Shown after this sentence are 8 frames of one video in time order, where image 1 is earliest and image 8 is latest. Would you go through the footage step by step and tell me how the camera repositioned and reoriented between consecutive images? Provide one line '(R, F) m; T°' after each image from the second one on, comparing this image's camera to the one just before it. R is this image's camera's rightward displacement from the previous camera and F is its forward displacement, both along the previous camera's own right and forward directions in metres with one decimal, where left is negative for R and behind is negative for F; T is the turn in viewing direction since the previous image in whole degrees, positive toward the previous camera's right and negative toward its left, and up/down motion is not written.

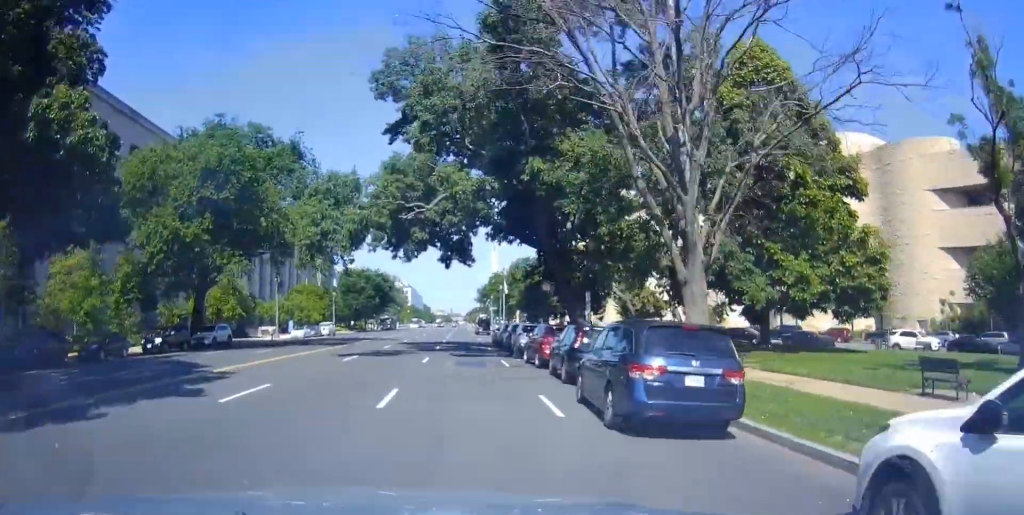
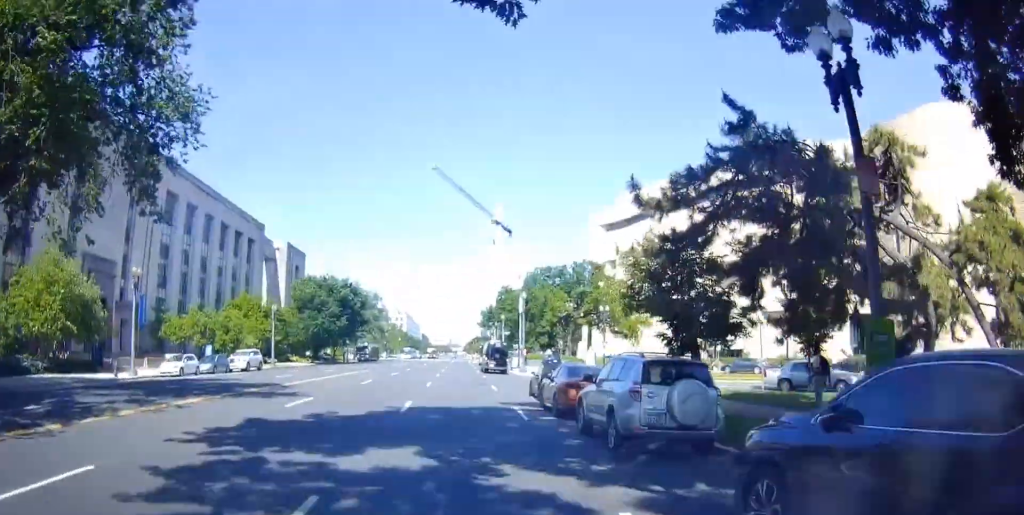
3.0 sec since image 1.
(0.0, +31.5) m; 0°
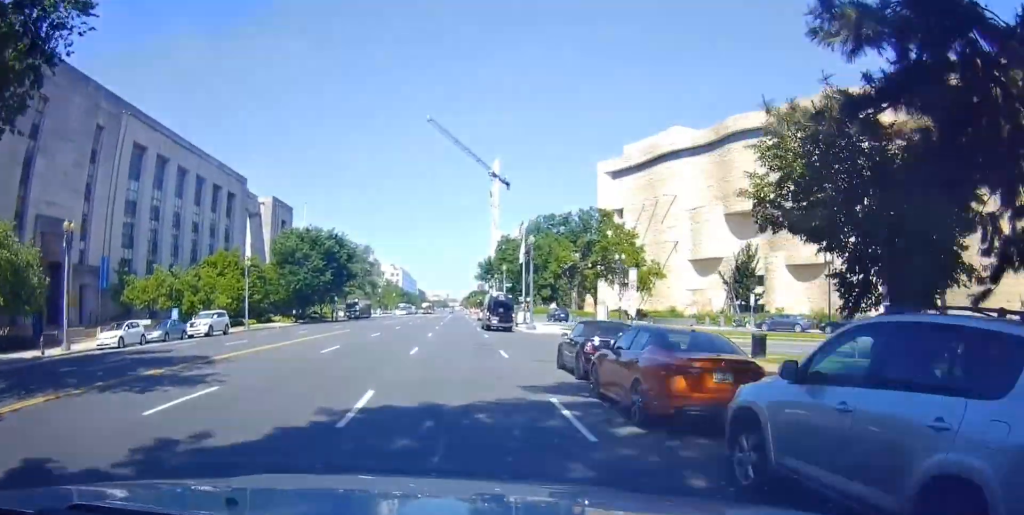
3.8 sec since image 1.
(0.0, +7.5) m; 0°
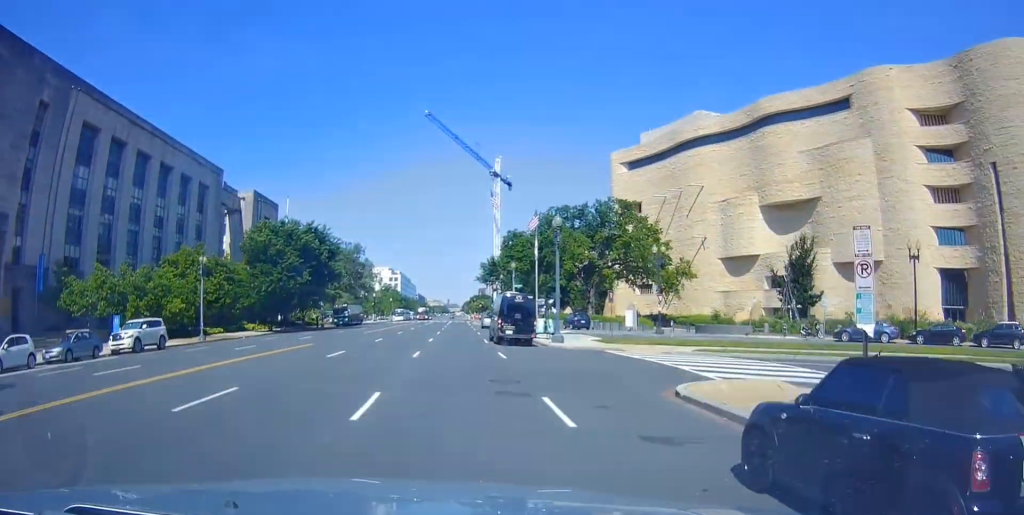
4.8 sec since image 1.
(0.0, +10.9) m; -1°
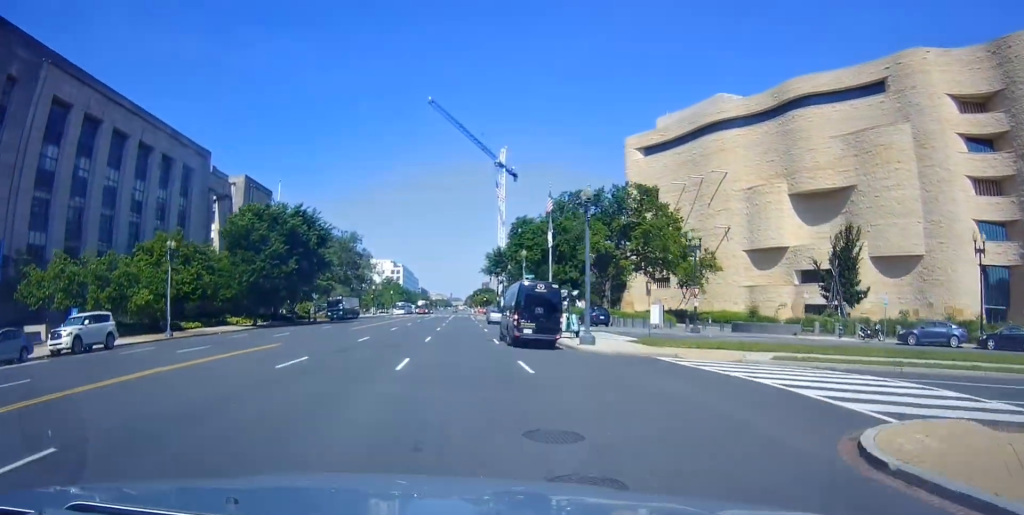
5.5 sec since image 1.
(+0.1, +6.6) m; -2°
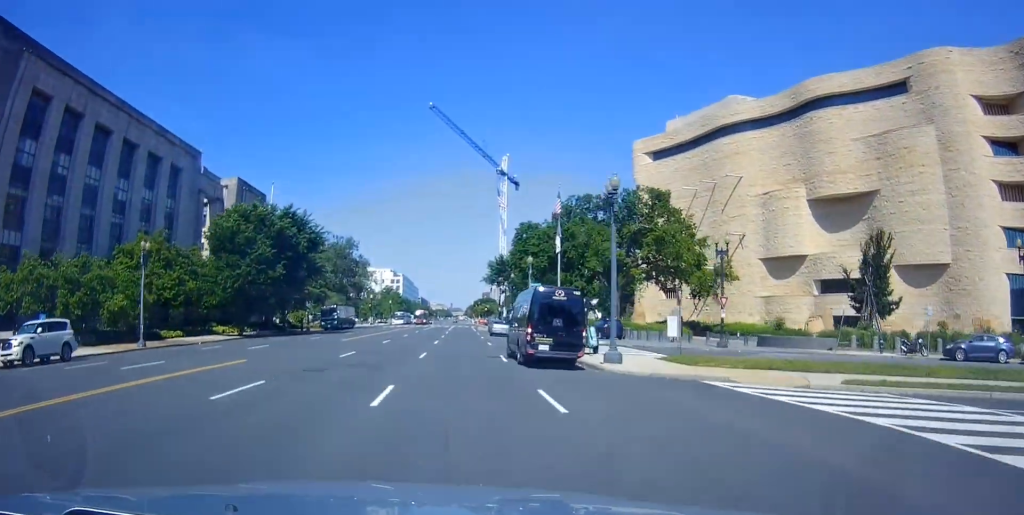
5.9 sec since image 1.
(-0.2, +4.2) m; 0°
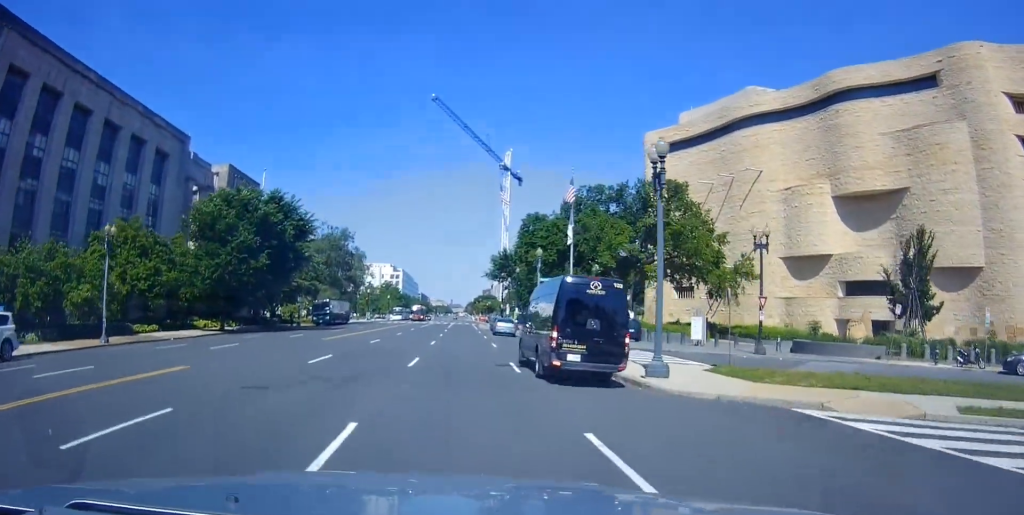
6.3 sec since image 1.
(-0.3, +4.9) m; 0°
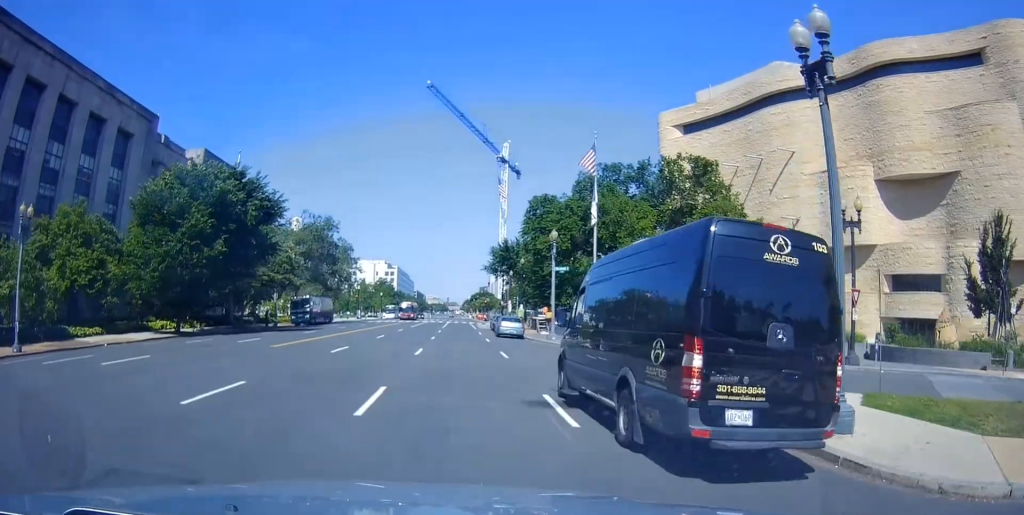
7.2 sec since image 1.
(+0.2, +8.7) m; 0°
